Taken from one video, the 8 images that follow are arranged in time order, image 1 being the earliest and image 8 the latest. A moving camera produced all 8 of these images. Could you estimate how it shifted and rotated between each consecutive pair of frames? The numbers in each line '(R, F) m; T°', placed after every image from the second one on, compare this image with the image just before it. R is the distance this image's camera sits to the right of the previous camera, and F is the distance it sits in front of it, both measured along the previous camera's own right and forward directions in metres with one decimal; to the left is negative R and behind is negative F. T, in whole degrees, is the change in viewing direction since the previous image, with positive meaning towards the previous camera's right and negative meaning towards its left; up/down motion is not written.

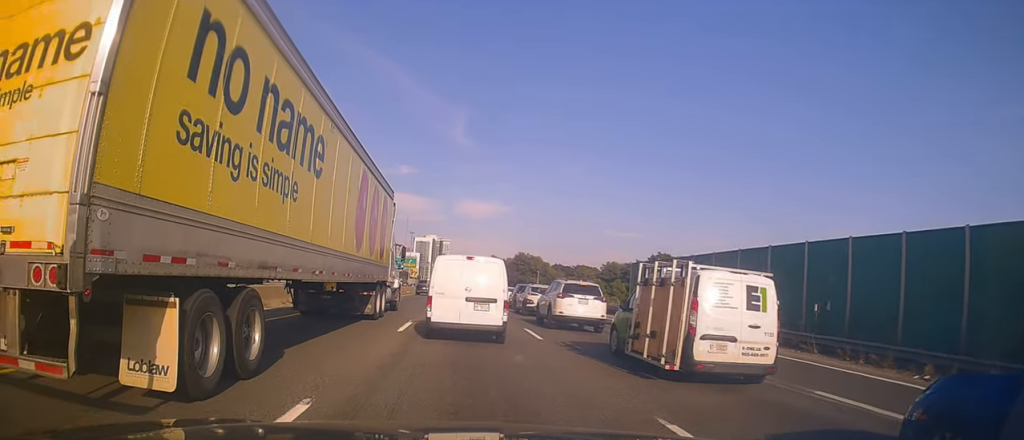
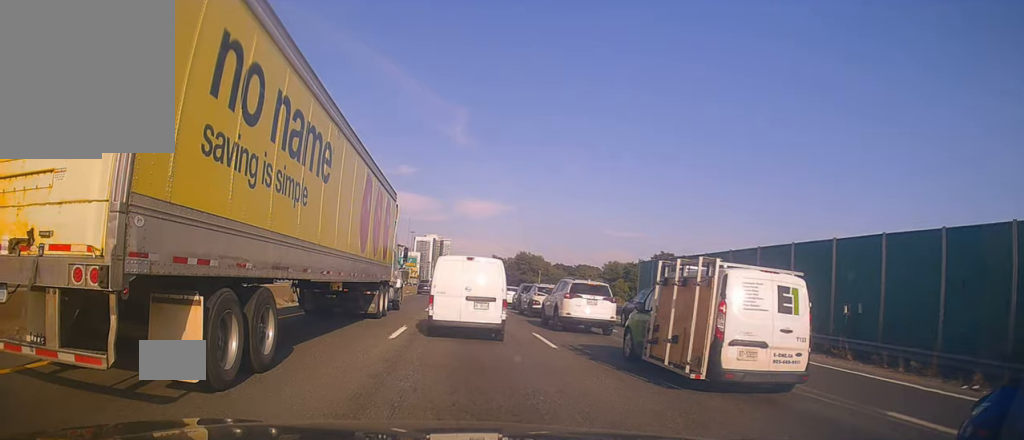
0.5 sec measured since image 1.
(0.0, +1.4) m; 0°
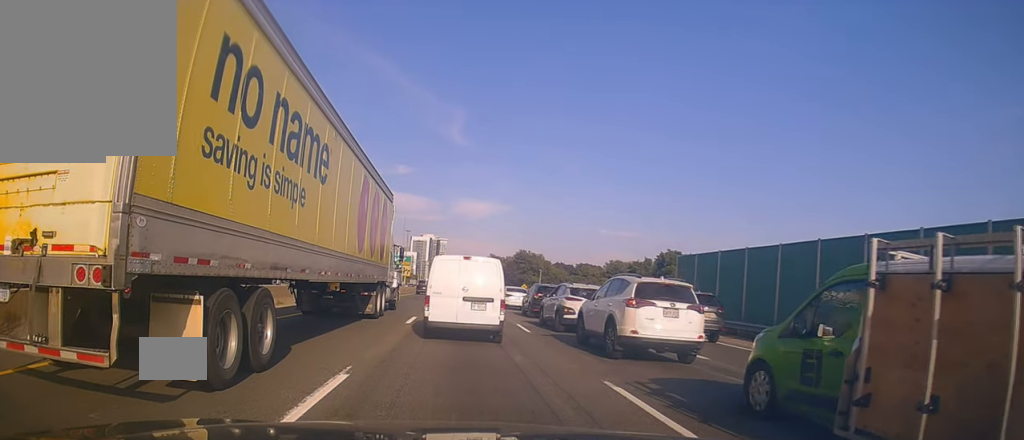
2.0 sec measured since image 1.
(+0.1, +5.7) m; -6°
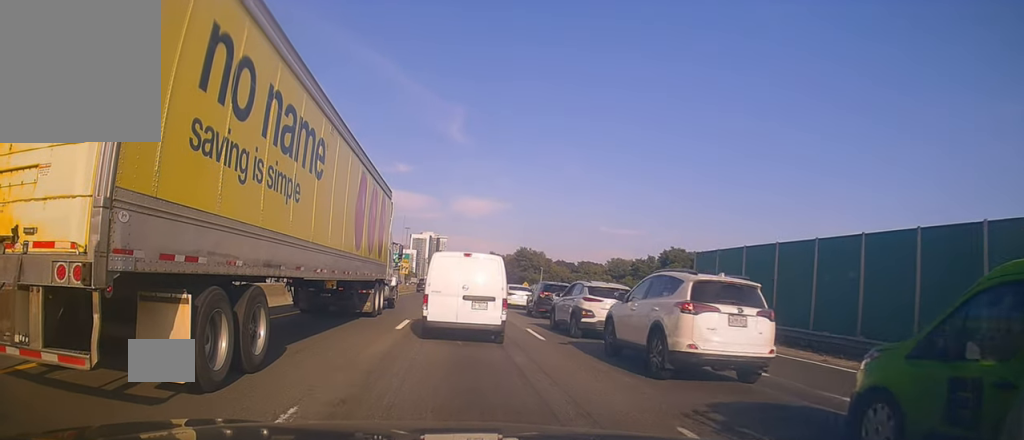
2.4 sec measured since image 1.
(-0.1, +2.3) m; -2°
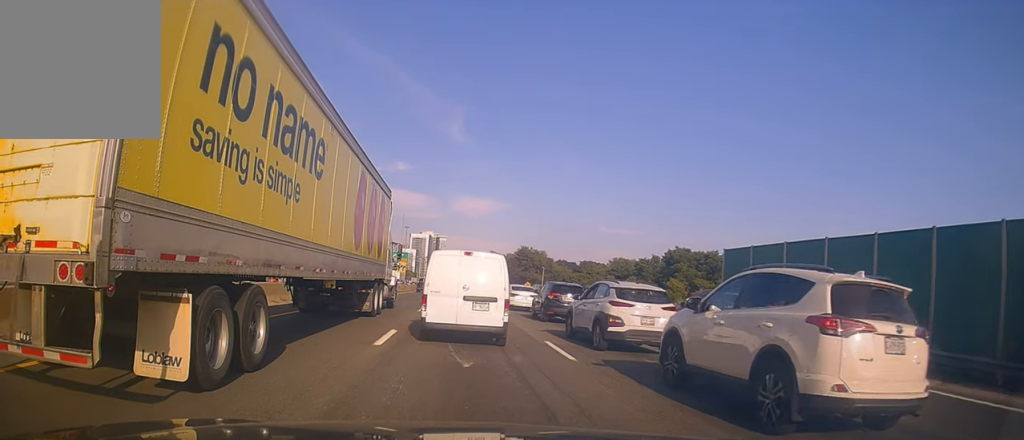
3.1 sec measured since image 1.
(-0.2, +3.6) m; +1°
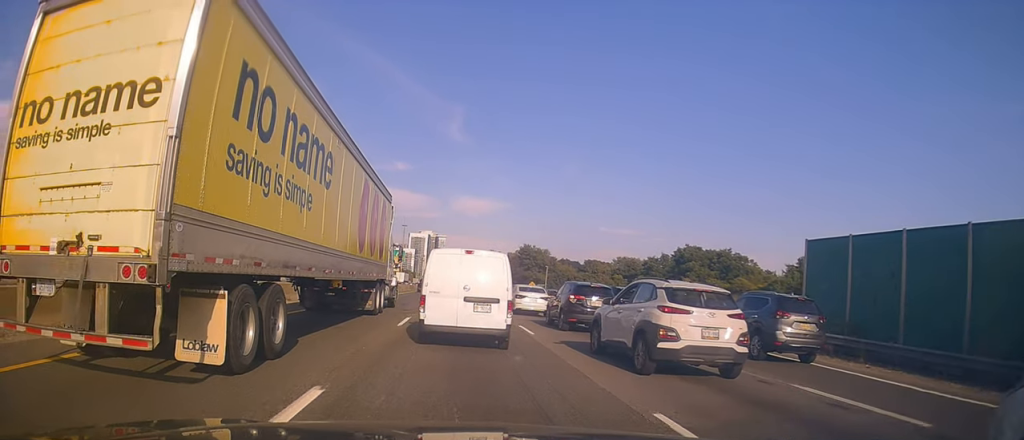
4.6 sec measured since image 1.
(+0.6, +7.9) m; +4°
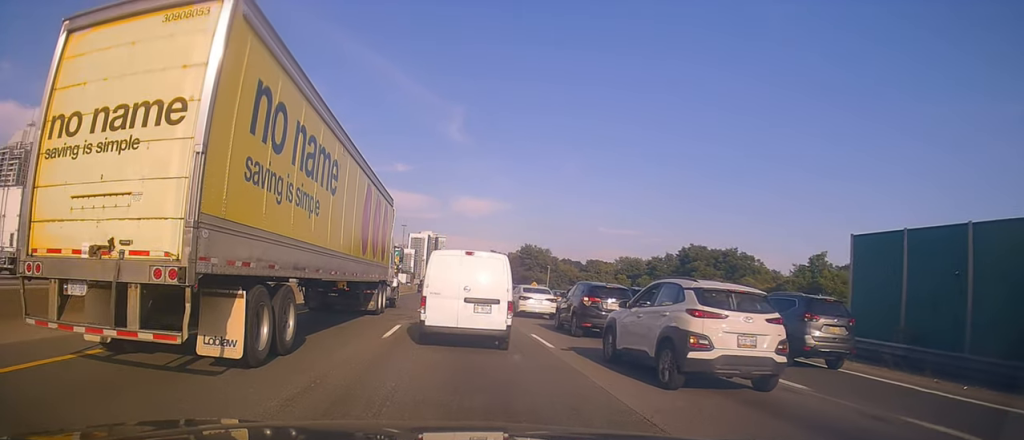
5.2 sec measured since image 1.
(+0.2, +3.3) m; -3°
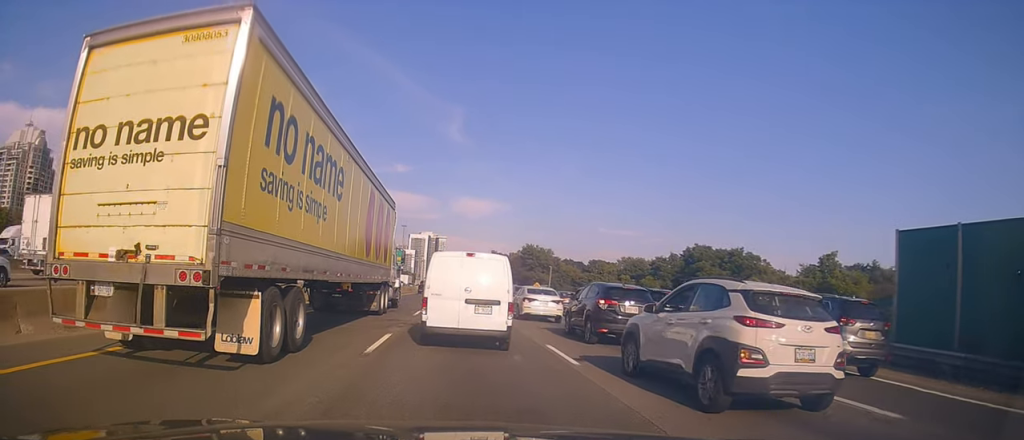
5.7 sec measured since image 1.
(-0.3, +2.6) m; -1°
